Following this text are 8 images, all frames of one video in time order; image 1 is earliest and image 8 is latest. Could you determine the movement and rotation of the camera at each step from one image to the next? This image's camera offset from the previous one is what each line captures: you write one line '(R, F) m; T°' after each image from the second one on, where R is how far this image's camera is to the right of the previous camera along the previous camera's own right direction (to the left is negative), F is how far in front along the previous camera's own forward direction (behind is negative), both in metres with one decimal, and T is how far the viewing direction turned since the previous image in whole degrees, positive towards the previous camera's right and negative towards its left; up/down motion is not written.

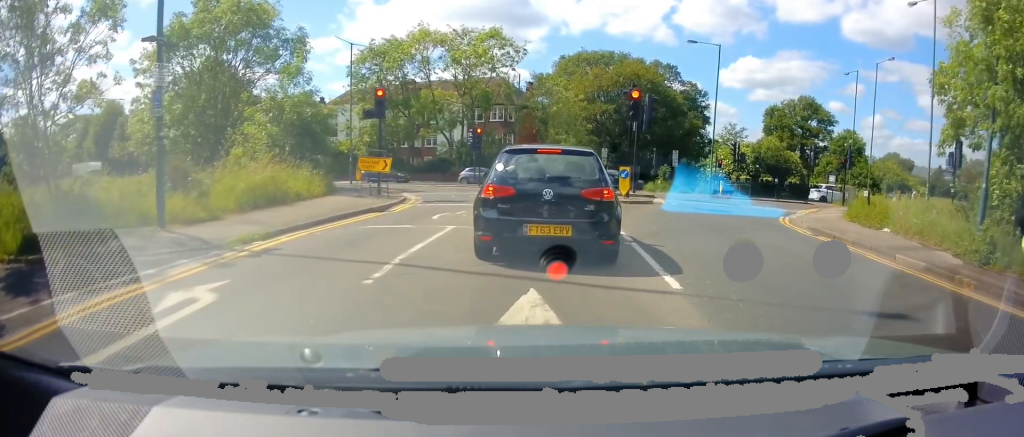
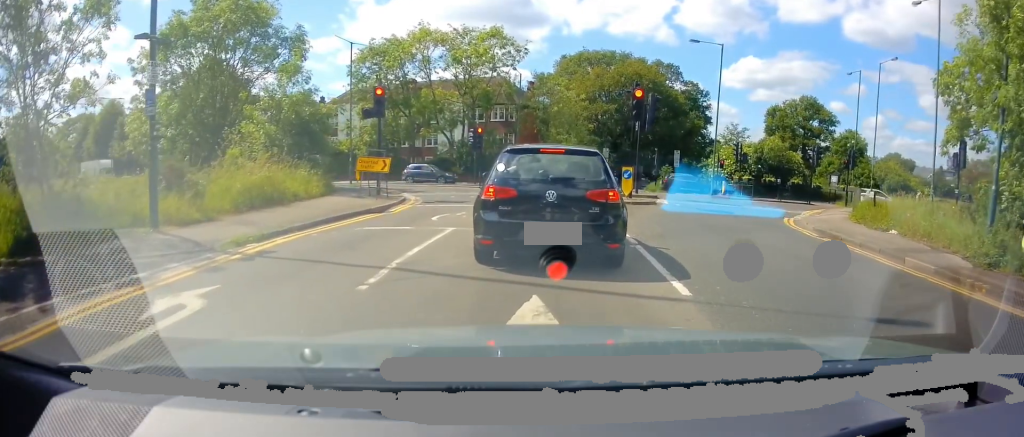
(+0.2, +0.2) m; 0°
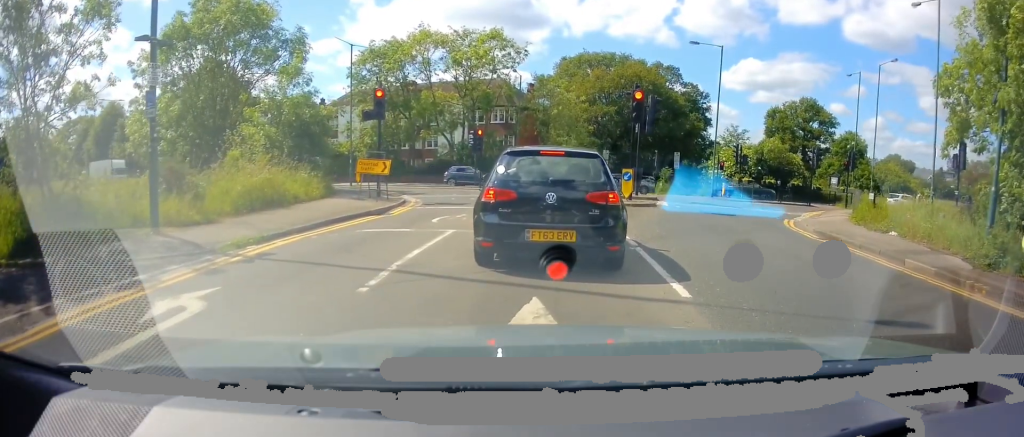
(+0.2, +0.1) m; 0°
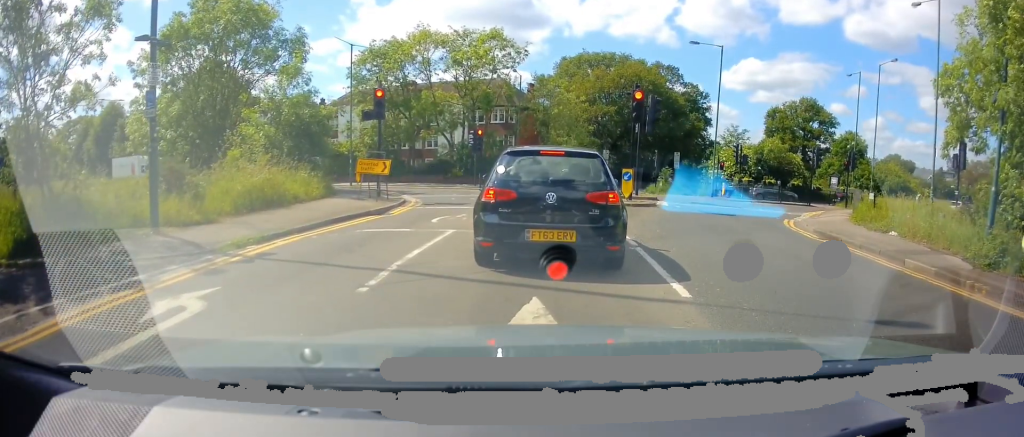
(0.0, 0.0) m; 0°
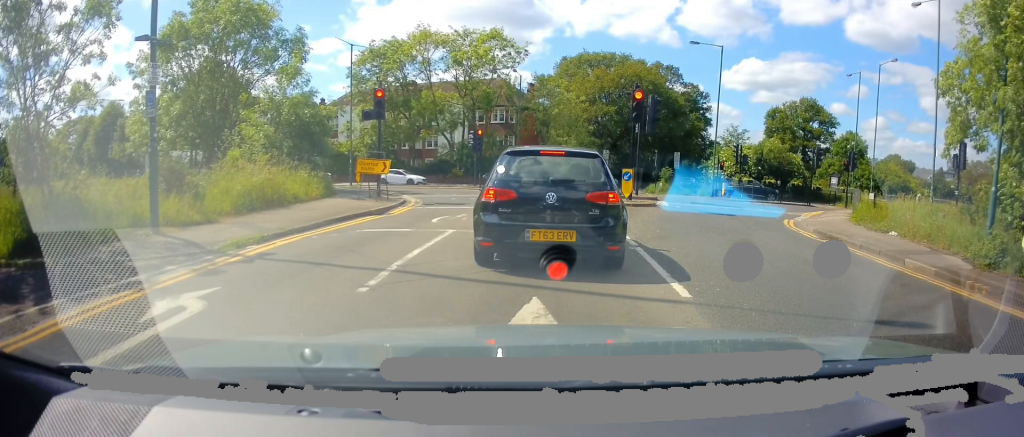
(0.0, 0.0) m; 0°
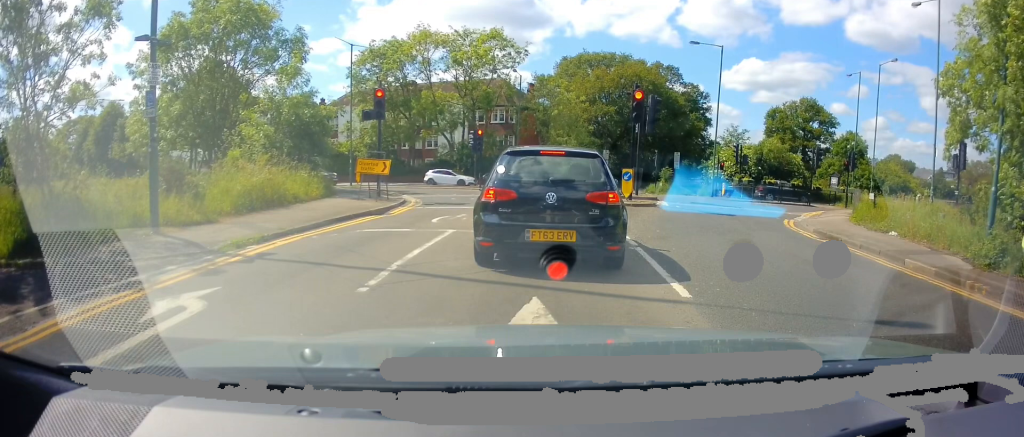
(0.0, 0.0) m; 0°
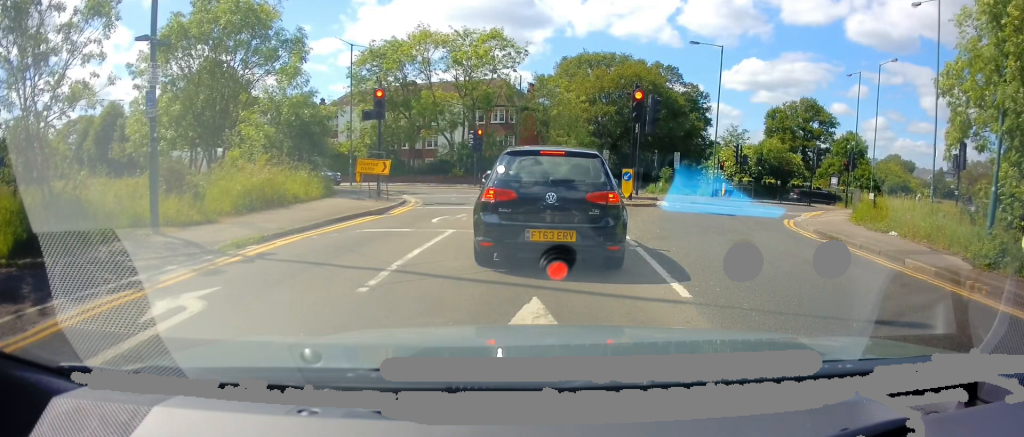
(0.0, 0.0) m; 0°
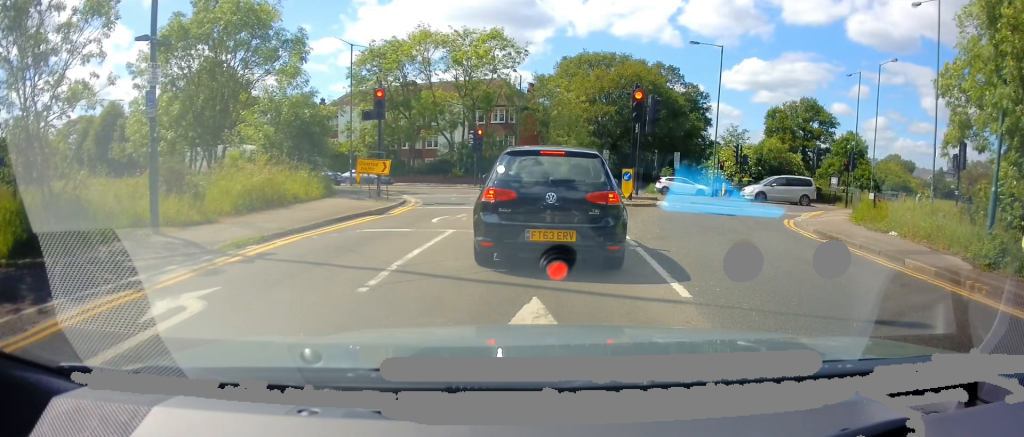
(0.0, 0.0) m; 0°
